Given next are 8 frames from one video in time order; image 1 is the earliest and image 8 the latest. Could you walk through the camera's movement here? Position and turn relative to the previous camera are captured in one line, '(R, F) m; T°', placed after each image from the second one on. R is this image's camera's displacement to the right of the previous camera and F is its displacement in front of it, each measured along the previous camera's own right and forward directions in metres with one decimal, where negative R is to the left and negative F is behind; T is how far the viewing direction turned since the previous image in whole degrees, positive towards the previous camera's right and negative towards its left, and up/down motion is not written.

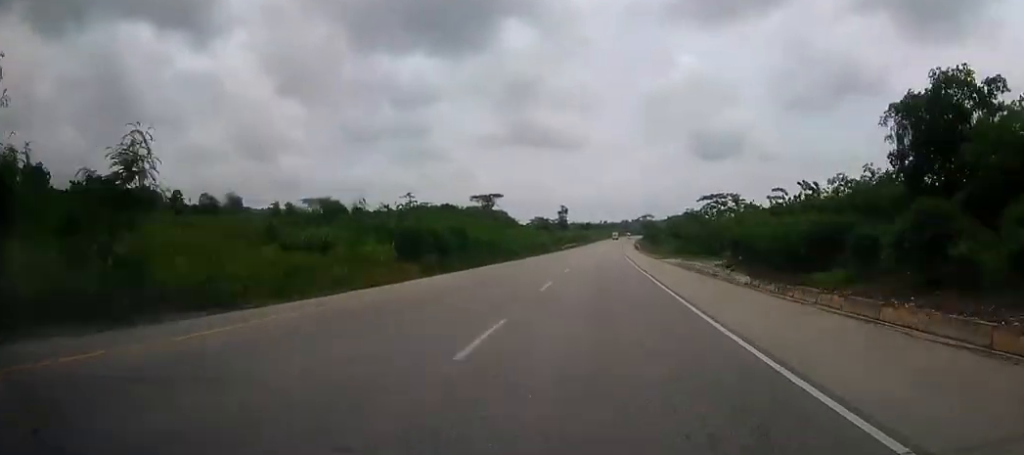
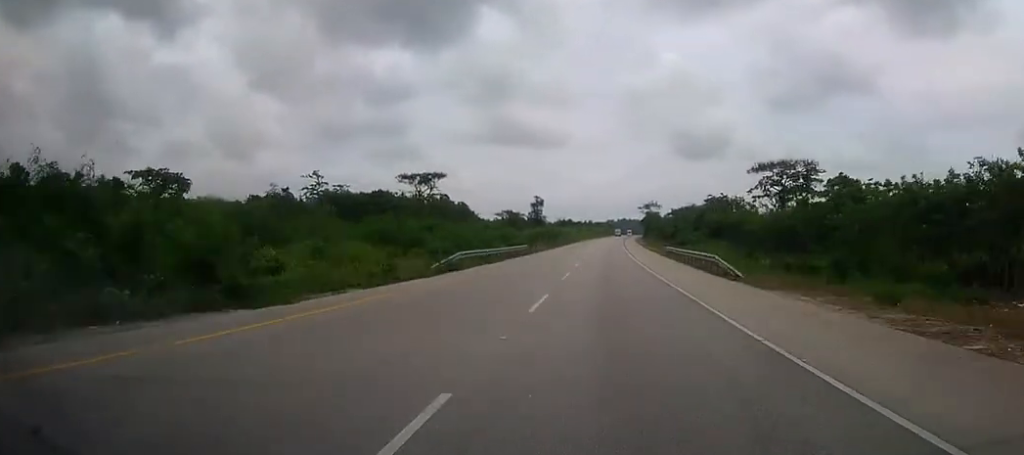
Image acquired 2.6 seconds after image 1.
(+0.8, +78.4) m; +1°
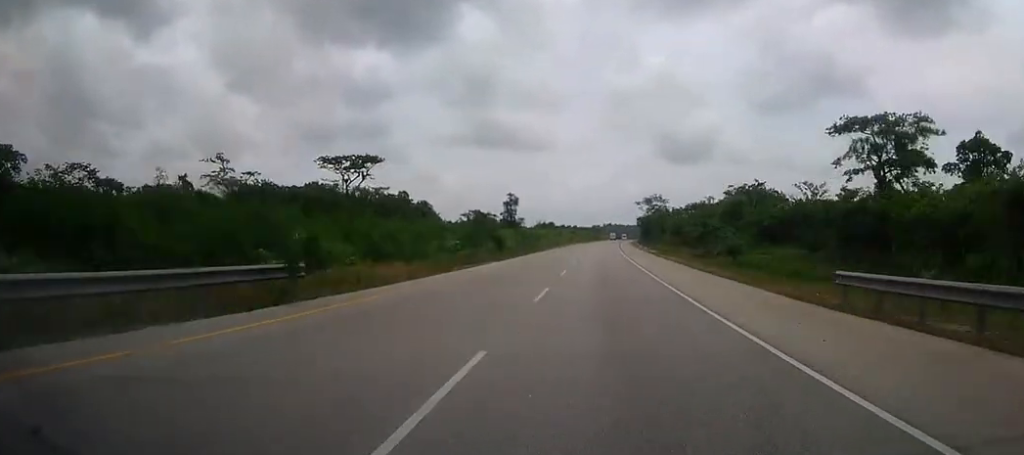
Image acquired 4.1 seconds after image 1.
(+0.2, +45.6) m; +1°
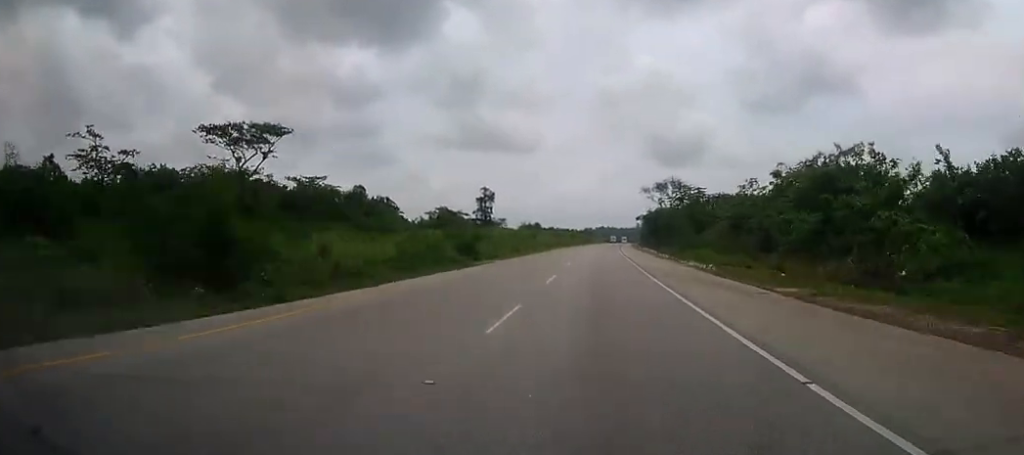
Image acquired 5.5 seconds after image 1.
(+0.4, +42.0) m; +1°
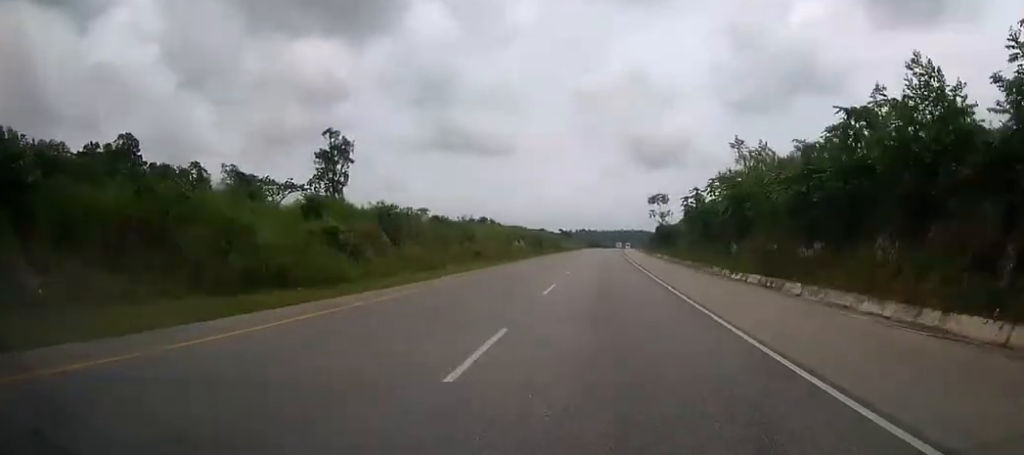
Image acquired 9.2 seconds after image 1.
(+1.6, +111.6) m; +2°
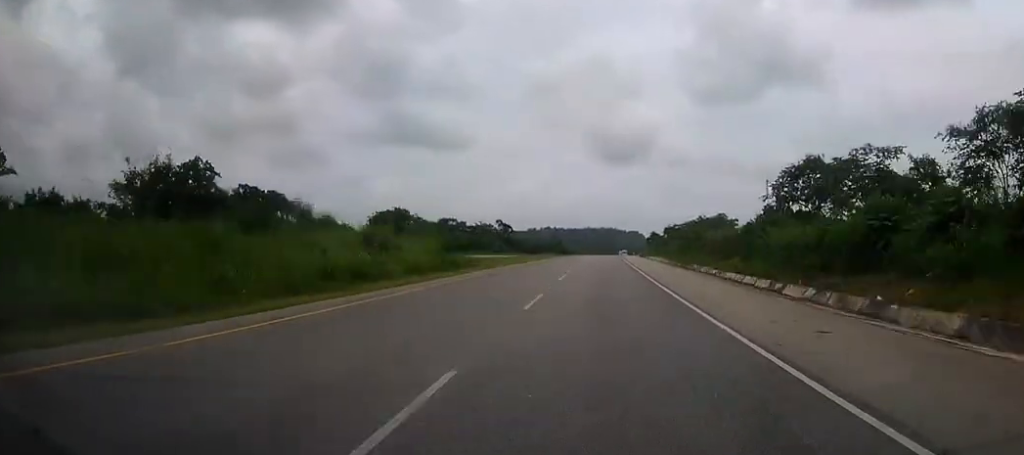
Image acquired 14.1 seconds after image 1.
(+3.5, +147.6) m; +3°
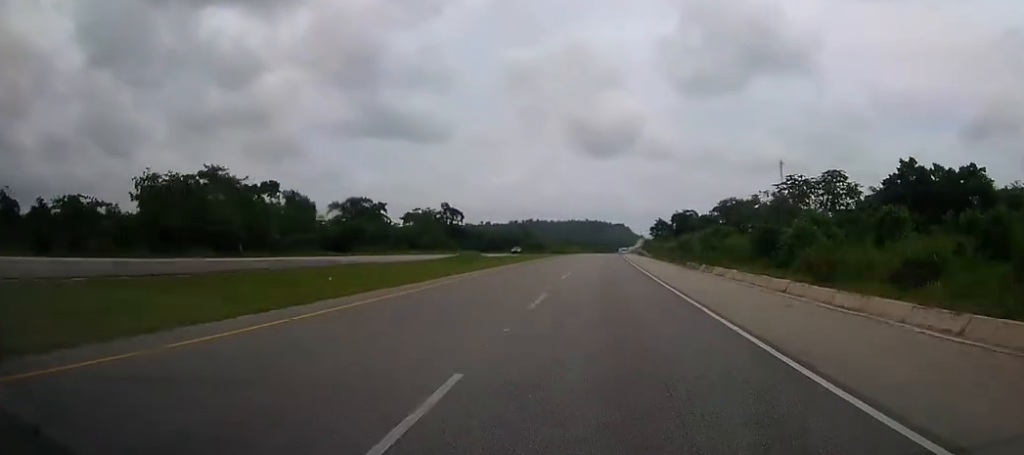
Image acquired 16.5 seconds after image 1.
(+0.7, +72.4) m; +1°
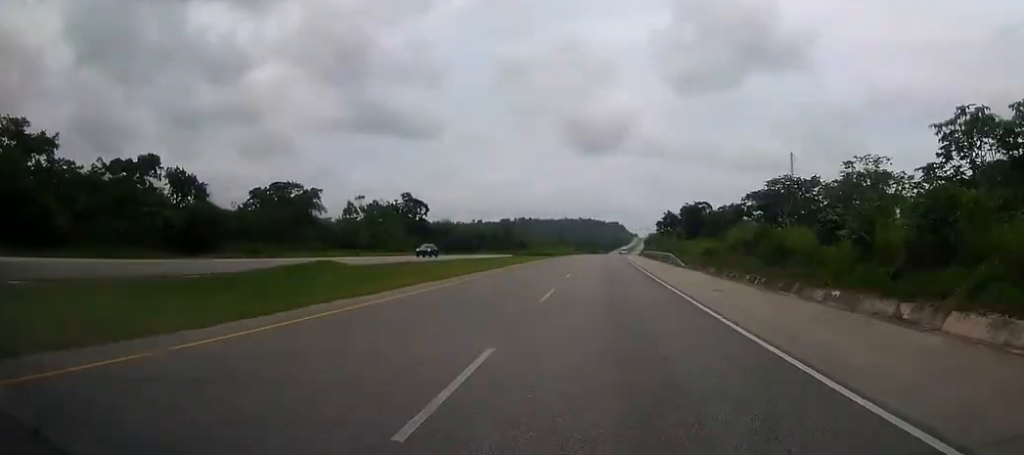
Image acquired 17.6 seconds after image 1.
(+0.2, +33.7) m; 0°
